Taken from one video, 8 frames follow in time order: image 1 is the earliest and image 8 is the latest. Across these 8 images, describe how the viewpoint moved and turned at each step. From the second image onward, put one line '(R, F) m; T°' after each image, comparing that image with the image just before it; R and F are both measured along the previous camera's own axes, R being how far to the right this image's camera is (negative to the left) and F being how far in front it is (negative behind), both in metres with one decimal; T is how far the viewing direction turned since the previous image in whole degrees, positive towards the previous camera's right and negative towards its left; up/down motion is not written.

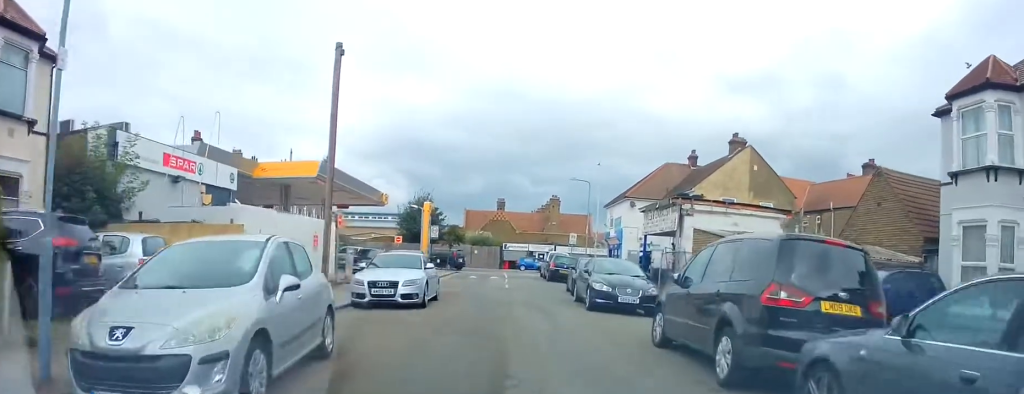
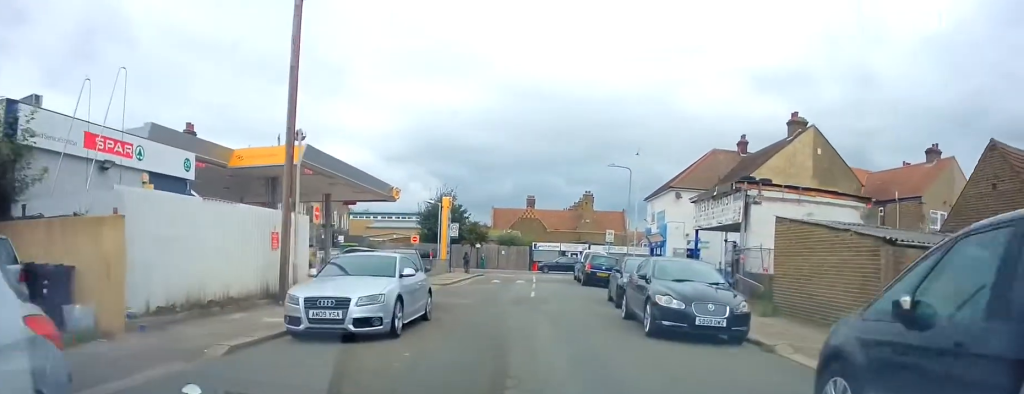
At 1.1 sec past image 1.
(-0.3, +5.1) m; -4°
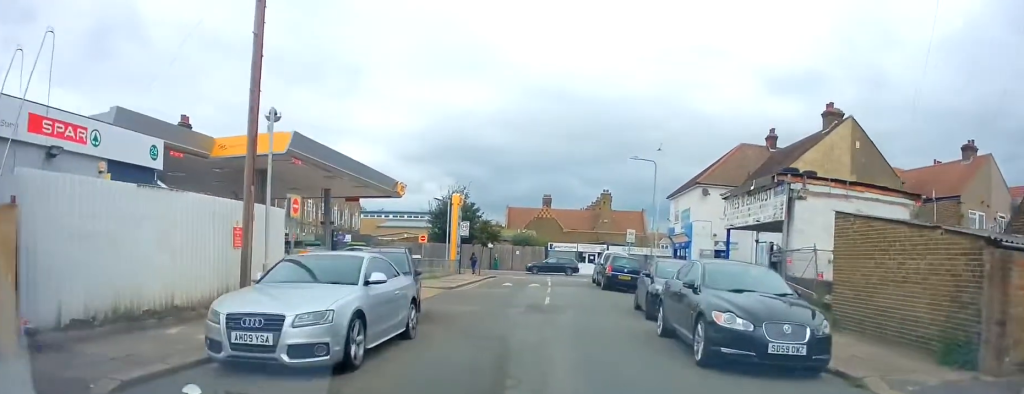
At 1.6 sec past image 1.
(0.0, +2.8) m; 0°
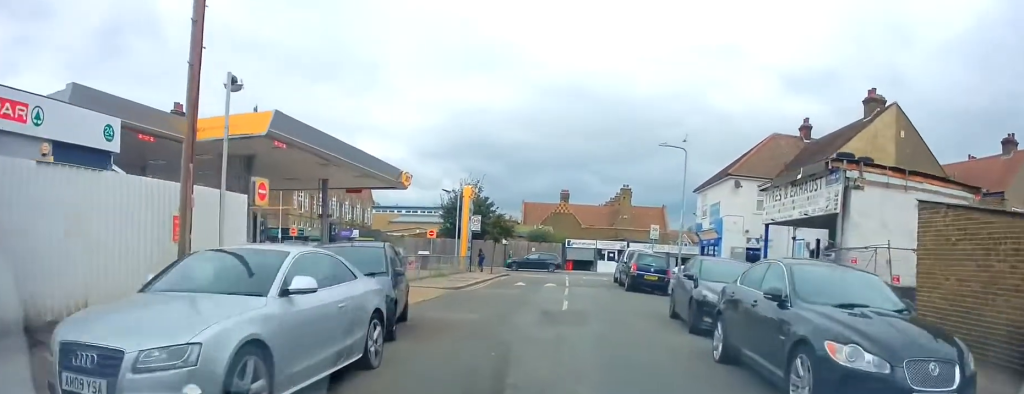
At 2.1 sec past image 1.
(0.0, +2.8) m; 0°
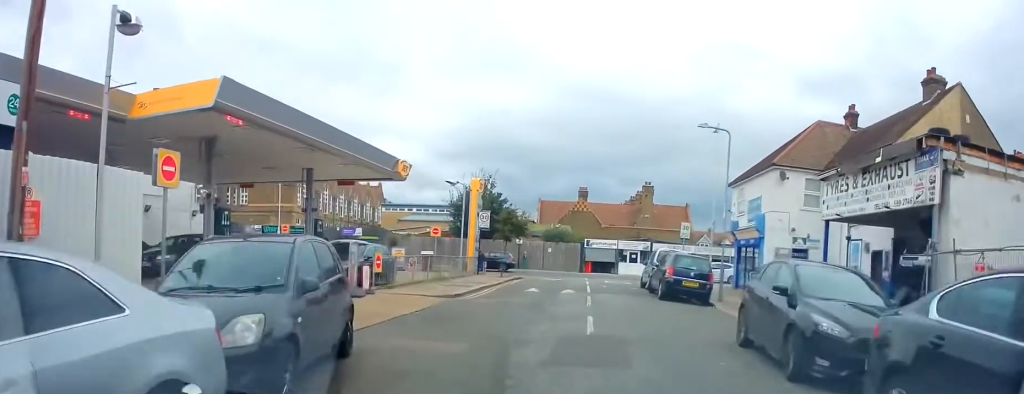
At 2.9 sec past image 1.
(0.0, +4.0) m; 0°
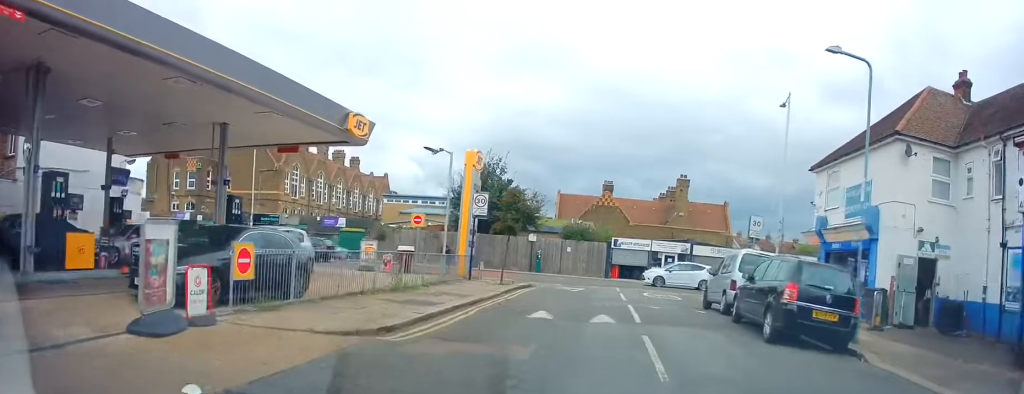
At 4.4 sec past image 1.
(0.0, +8.6) m; 0°
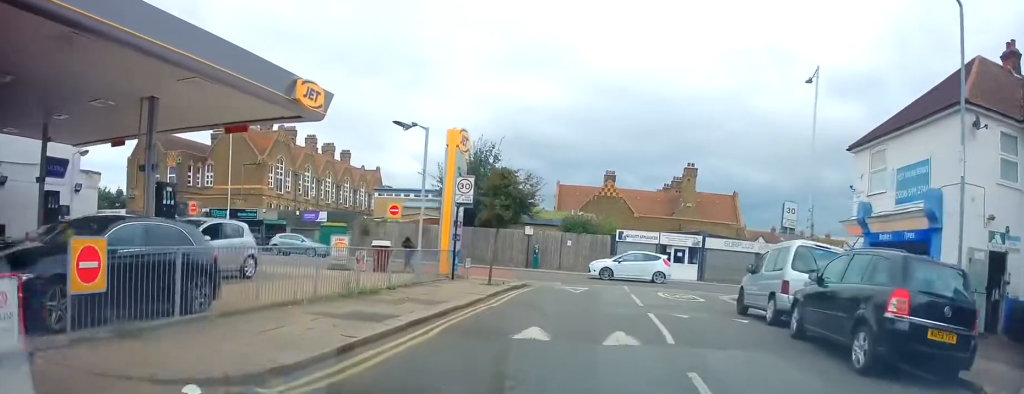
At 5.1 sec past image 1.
(0.0, +3.6) m; 0°
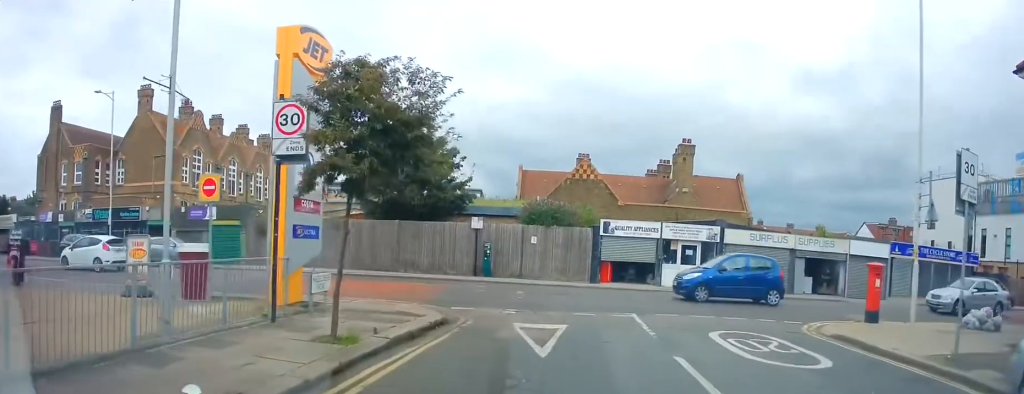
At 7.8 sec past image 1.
(0.0, +11.1) m; 0°
